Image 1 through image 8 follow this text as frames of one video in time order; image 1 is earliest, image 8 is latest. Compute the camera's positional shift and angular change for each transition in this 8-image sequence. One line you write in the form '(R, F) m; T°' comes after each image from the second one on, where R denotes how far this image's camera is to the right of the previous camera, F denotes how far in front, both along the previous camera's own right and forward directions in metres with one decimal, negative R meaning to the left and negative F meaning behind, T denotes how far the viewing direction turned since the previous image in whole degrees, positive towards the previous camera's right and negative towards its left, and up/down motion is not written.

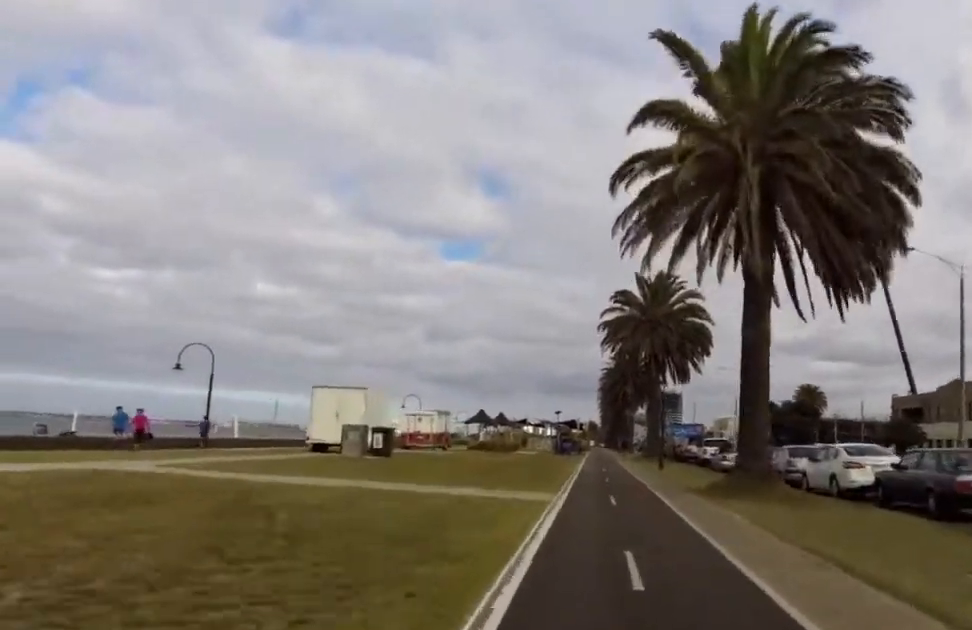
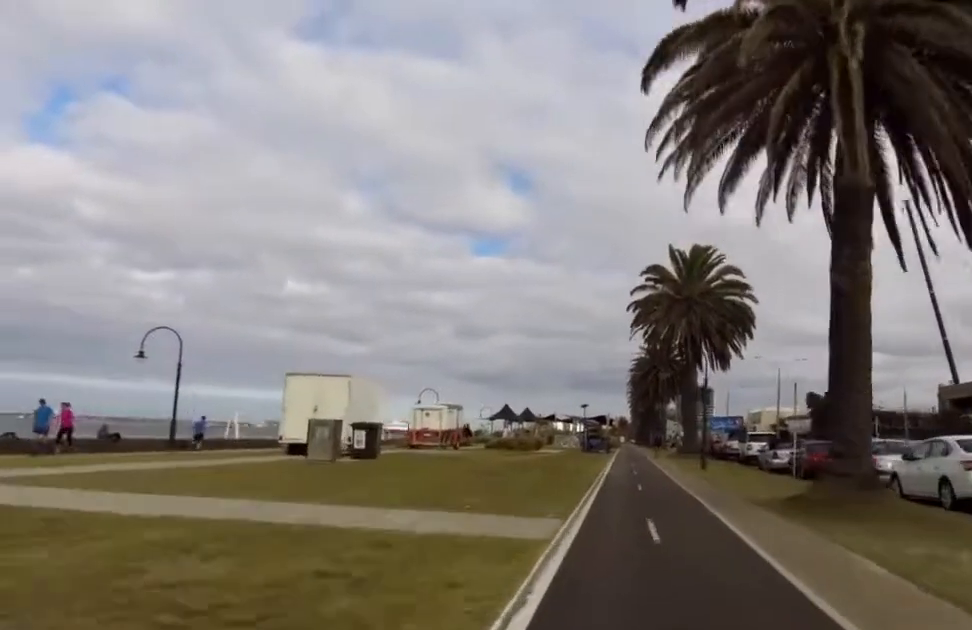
(0.0, +5.1) m; 0°
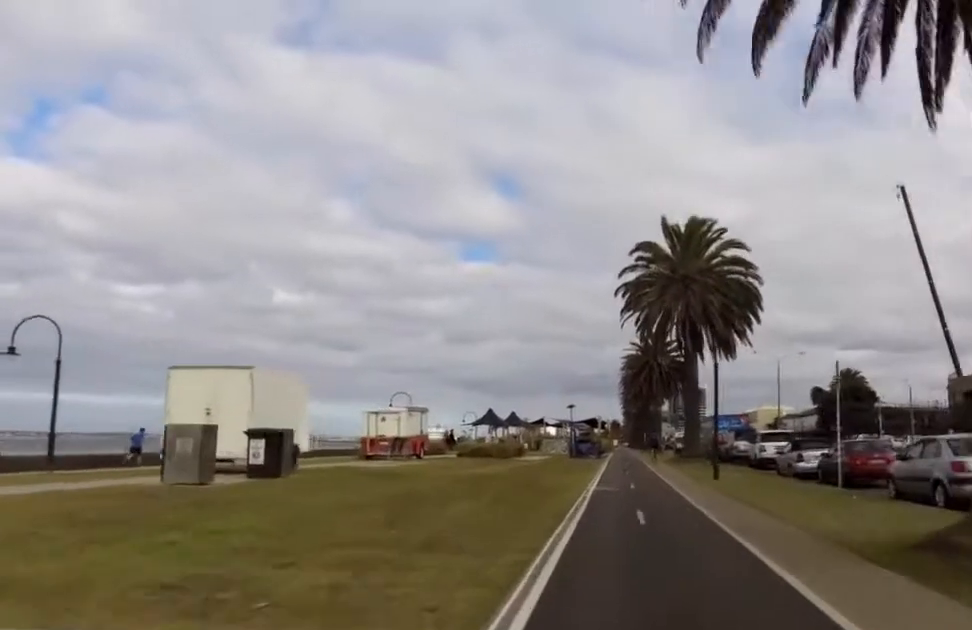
(-0.8, +5.6) m; 0°
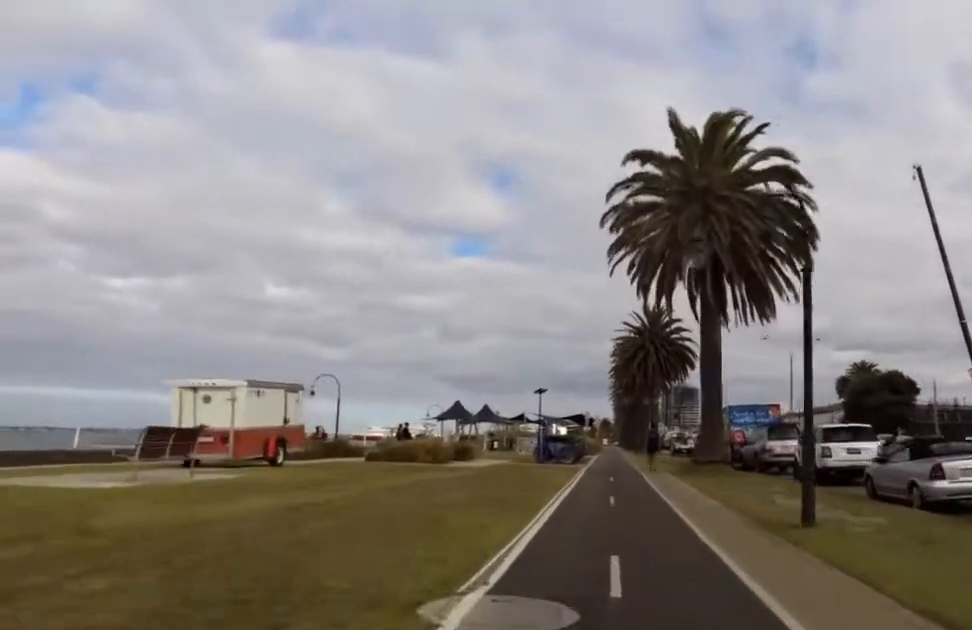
(+1.3, +12.1) m; +5°
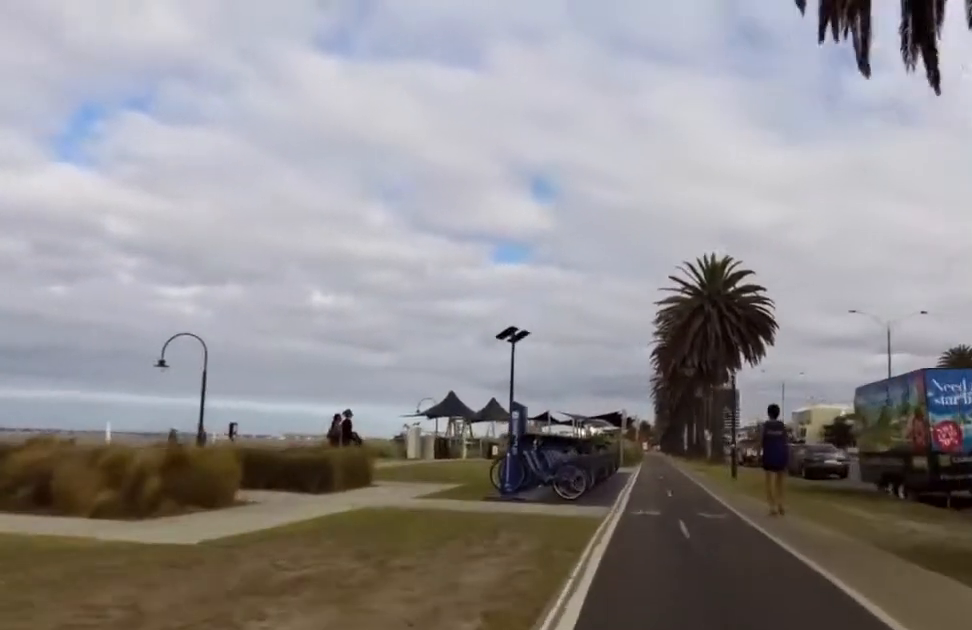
(-1.3, +18.7) m; -11°
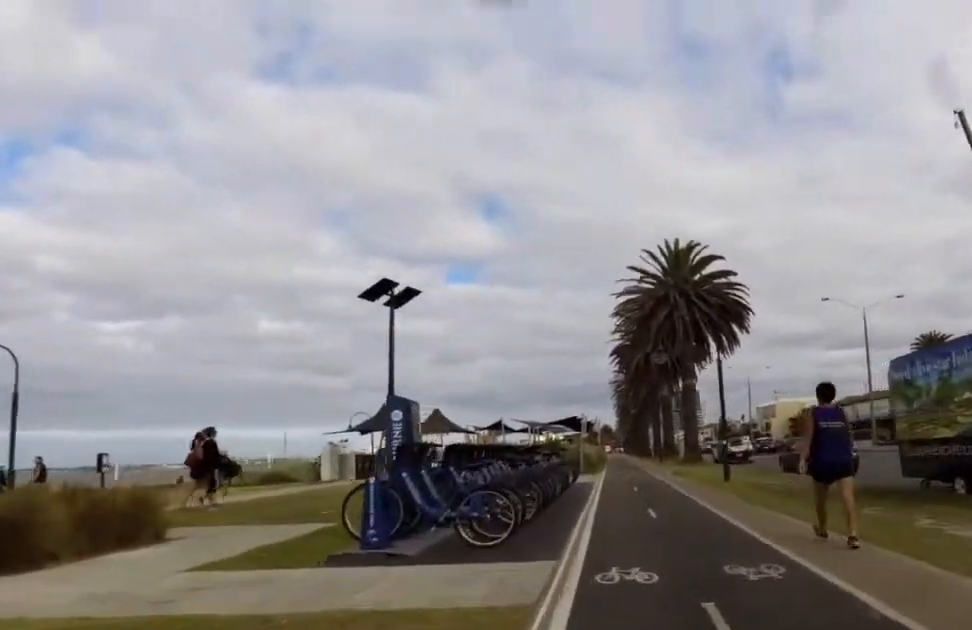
(-0.2, +5.9) m; +1°
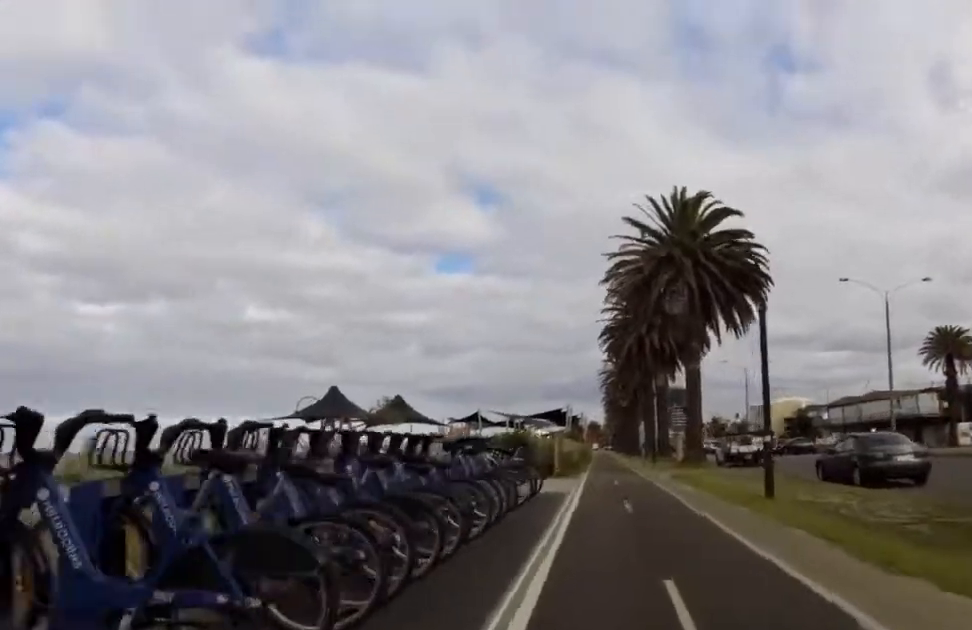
(+0.2, +7.1) m; +4°
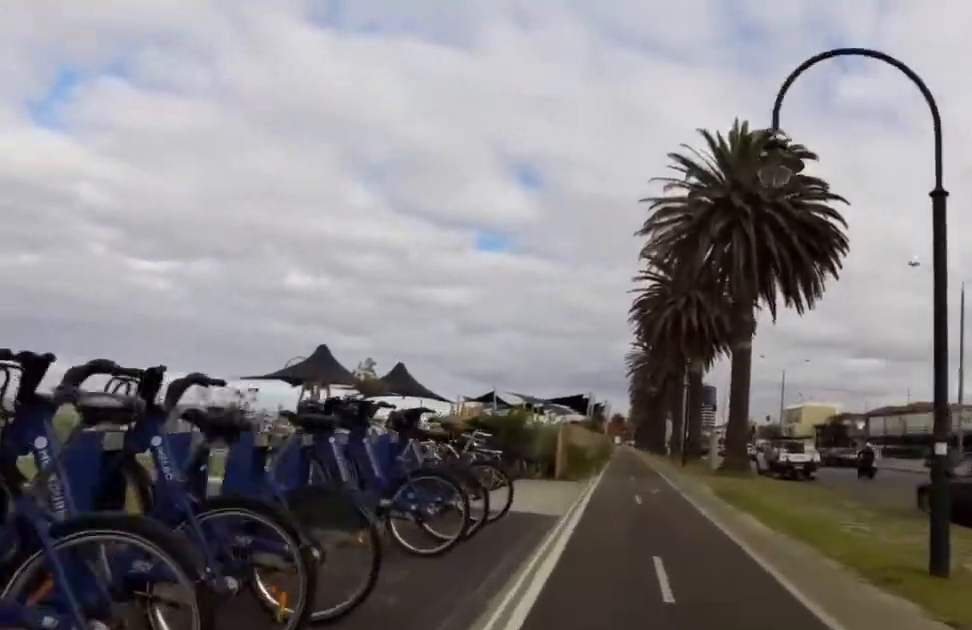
(+0.9, +6.3) m; -3°
